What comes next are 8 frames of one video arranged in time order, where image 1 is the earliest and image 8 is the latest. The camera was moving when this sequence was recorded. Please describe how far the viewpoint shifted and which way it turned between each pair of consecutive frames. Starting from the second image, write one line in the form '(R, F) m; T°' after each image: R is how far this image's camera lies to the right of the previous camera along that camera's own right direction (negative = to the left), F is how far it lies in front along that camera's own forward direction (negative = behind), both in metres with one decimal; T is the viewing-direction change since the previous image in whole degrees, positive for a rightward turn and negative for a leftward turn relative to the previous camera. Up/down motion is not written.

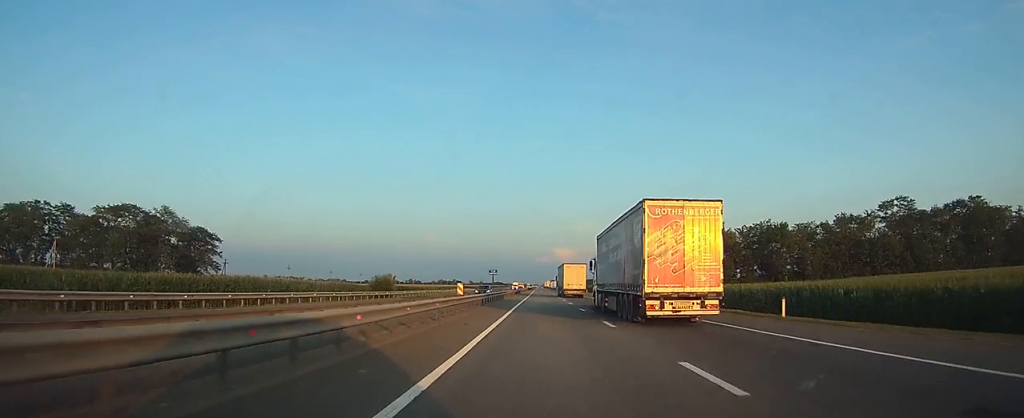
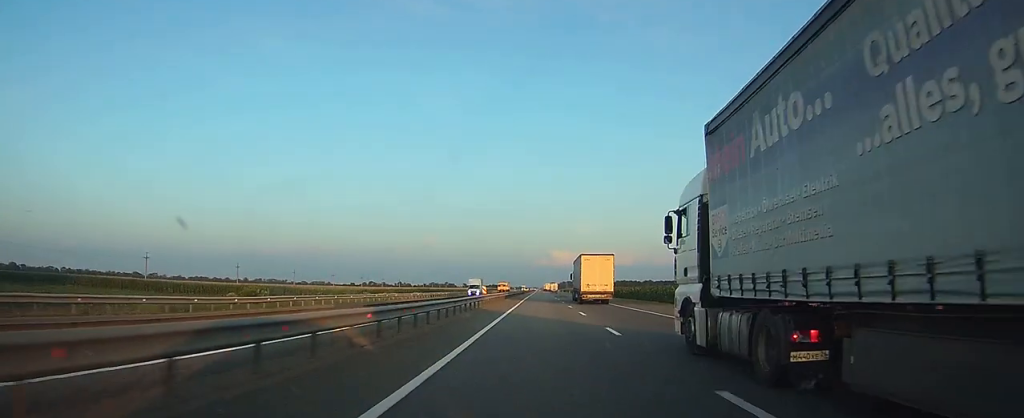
(+0.1, +86.0) m; 0°
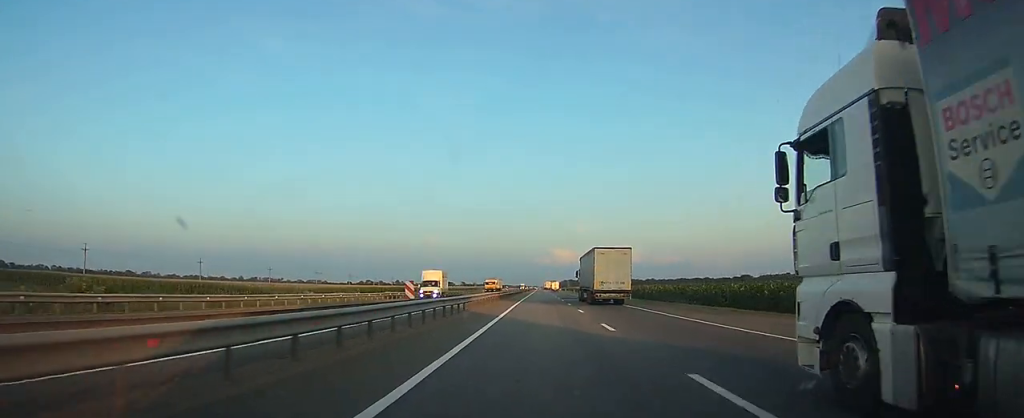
(0.0, +22.5) m; 0°
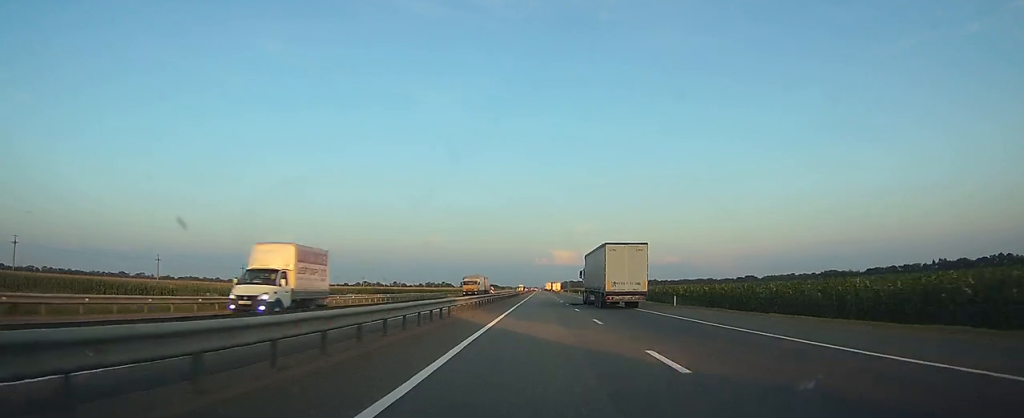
(0.0, +20.5) m; 0°
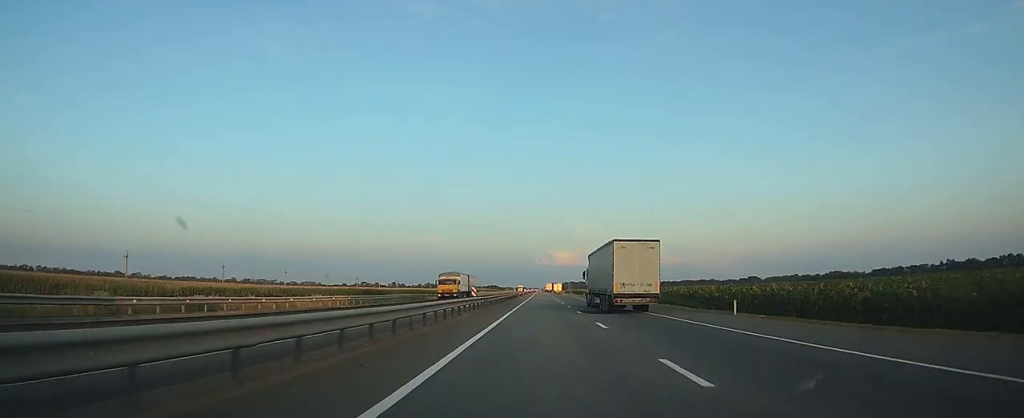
(0.0, +13.0) m; 0°
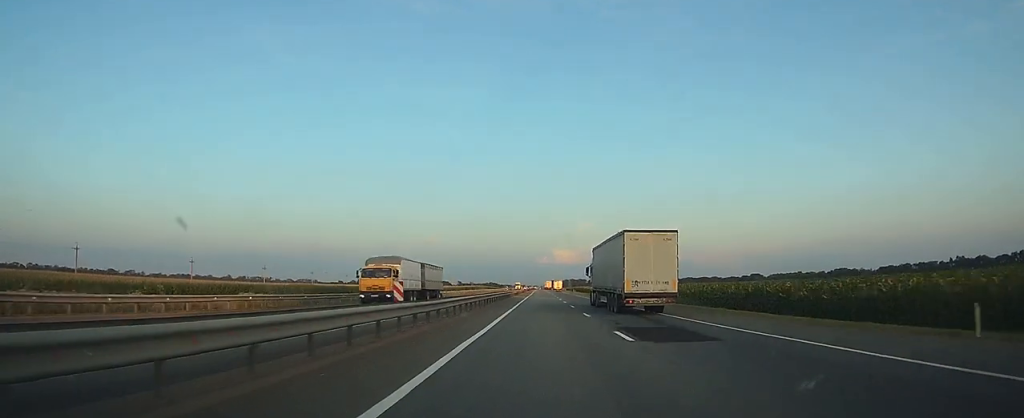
(0.0, +17.4) m; 0°
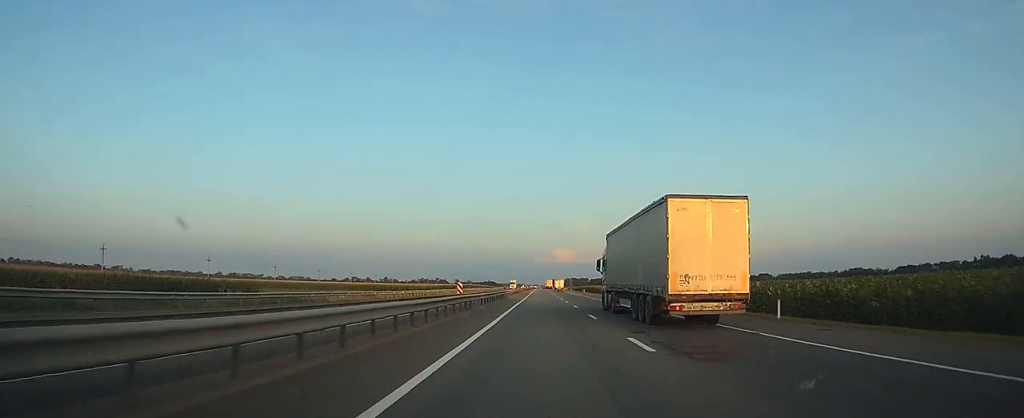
(0.0, +38.2) m; 0°
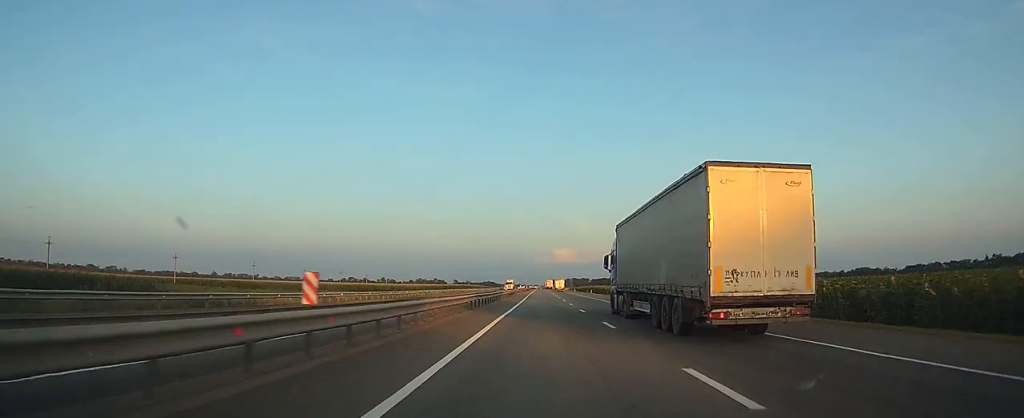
(0.0, +17.6) m; 0°
